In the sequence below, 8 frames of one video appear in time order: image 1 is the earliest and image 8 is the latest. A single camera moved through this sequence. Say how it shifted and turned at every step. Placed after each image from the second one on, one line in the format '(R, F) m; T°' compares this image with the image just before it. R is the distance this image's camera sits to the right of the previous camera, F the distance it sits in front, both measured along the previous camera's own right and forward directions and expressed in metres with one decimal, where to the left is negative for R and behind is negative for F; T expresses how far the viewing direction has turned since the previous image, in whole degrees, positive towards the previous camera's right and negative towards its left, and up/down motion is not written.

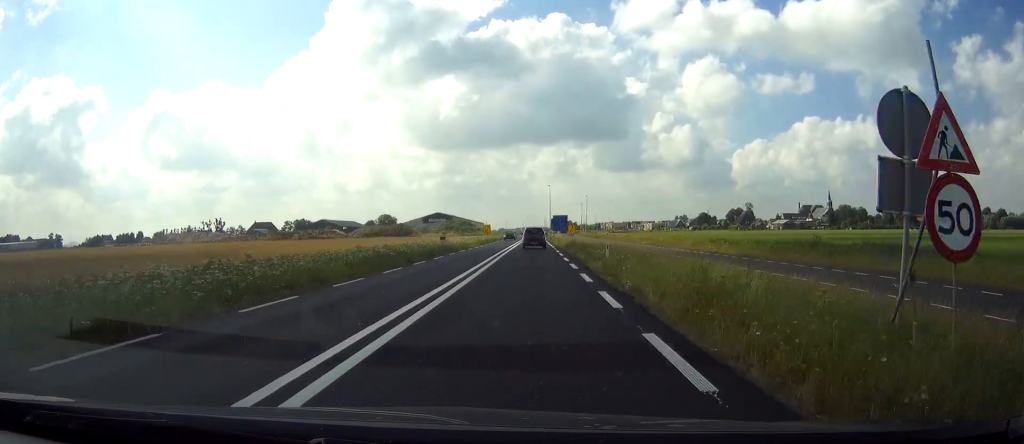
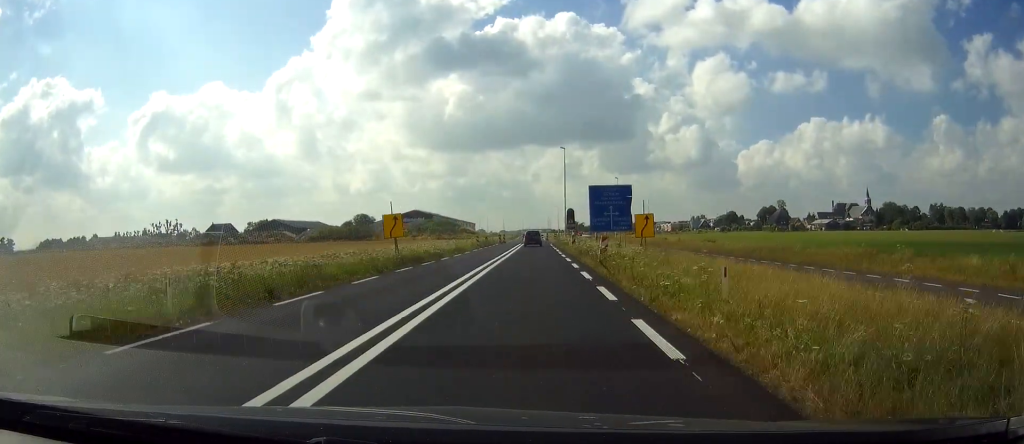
(-0.9, +68.8) m; +1°
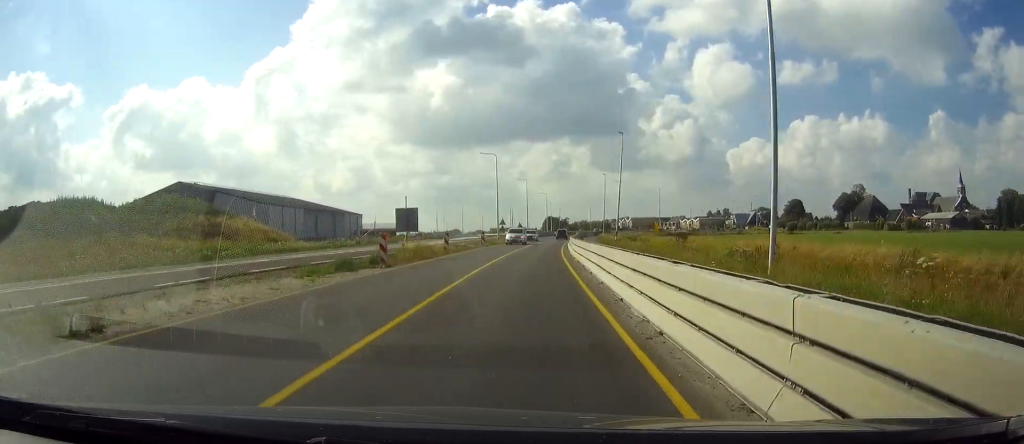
(+4.7, +155.3) m; +2°
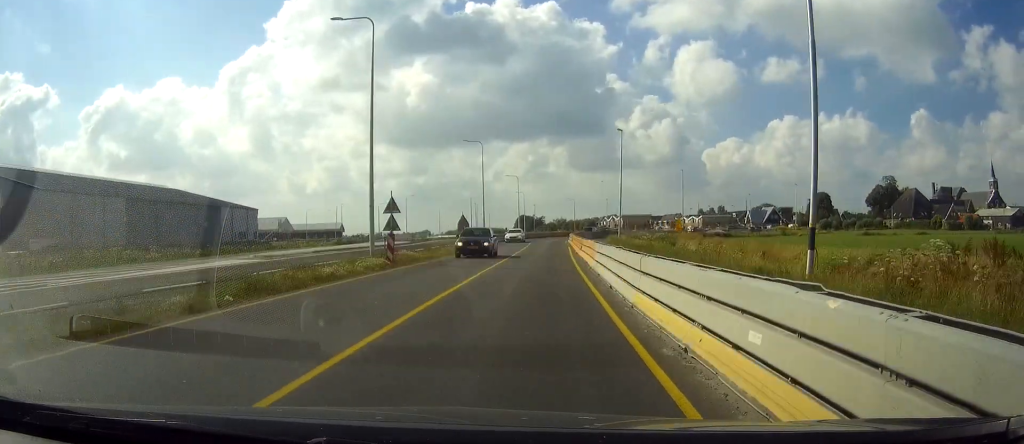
(+0.4, +48.3) m; +3°
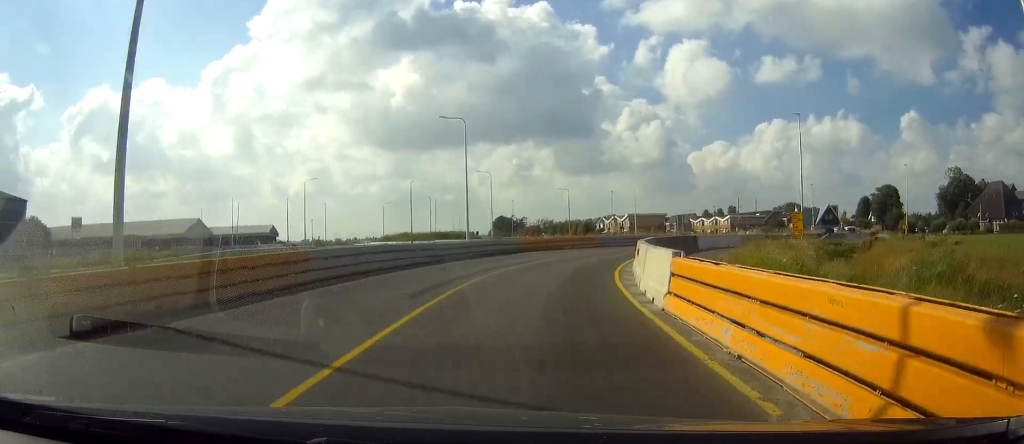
(+2.4, +55.7) m; +12°
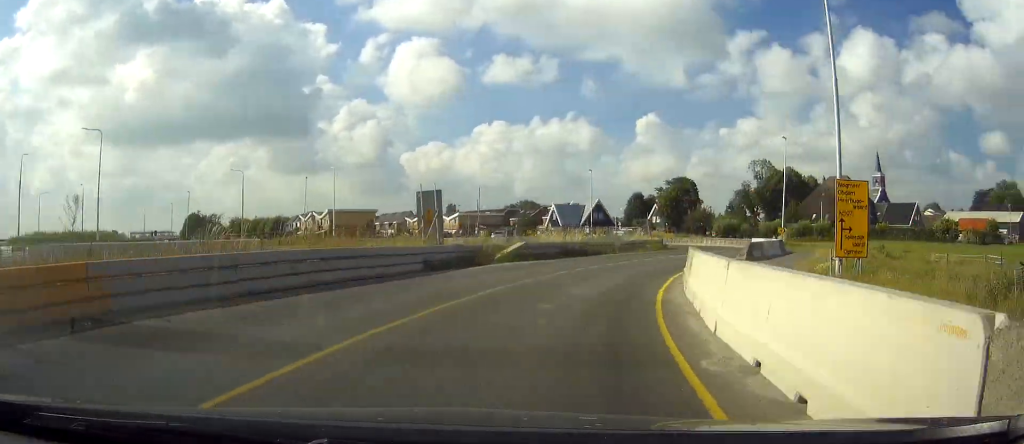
(+2.6, +39.6) m; +8°
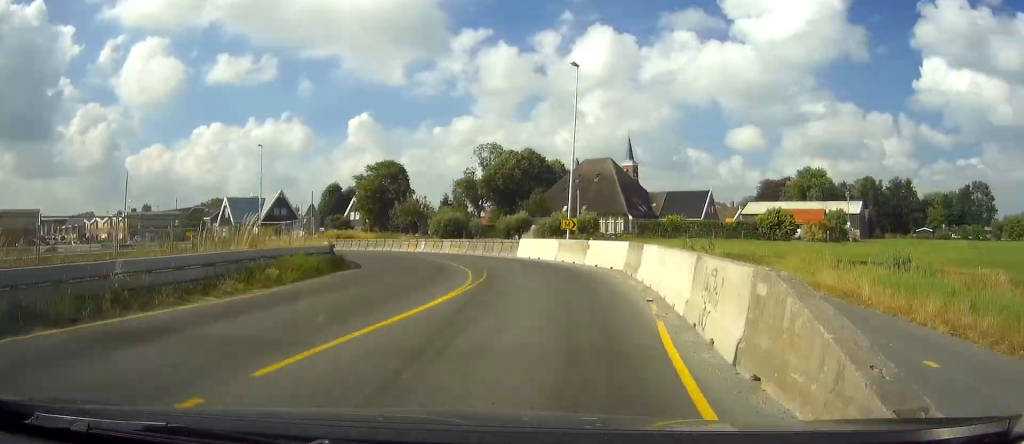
(+8.7, +28.5) m; -2°
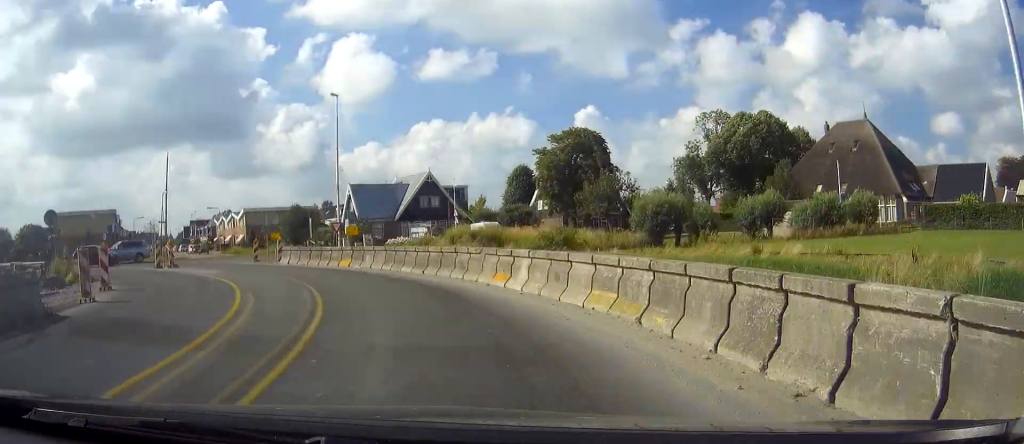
(-1.6, +27.3) m; -15°
